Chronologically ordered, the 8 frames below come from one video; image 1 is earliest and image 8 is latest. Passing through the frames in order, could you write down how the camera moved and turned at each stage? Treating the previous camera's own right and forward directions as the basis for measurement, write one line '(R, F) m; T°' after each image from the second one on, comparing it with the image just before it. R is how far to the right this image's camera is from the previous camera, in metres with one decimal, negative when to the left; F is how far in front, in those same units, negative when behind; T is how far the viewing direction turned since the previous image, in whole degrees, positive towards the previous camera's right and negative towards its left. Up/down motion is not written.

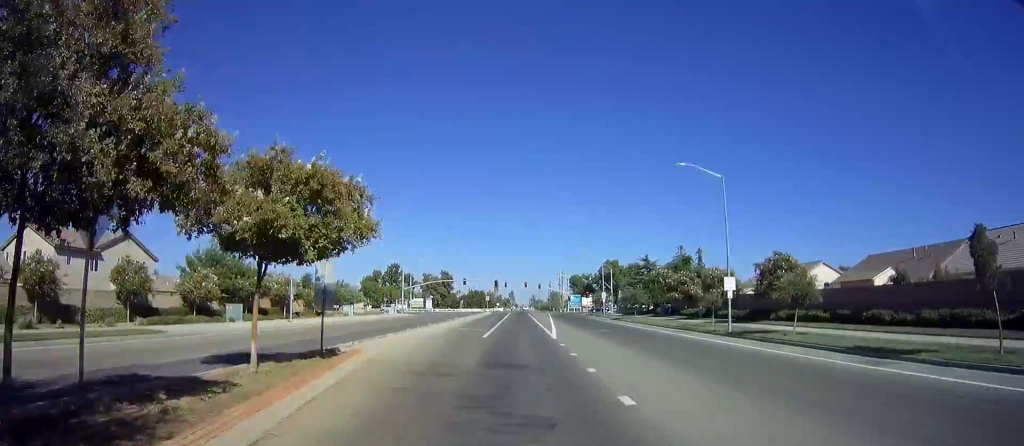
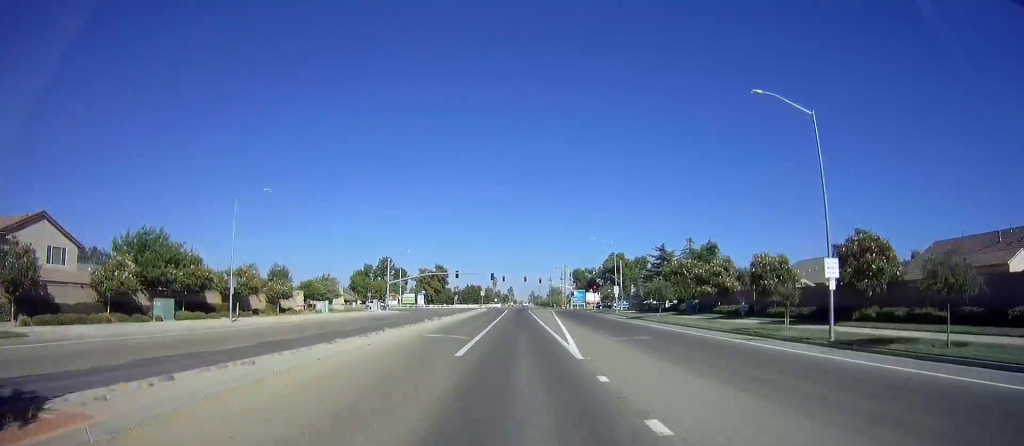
(0.0, +11.9) m; 0°
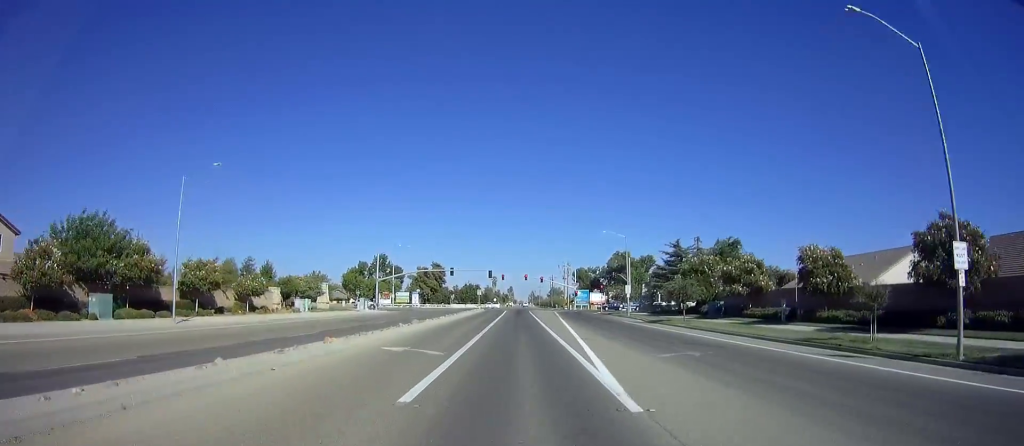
(+0.1, +7.3) m; 0°
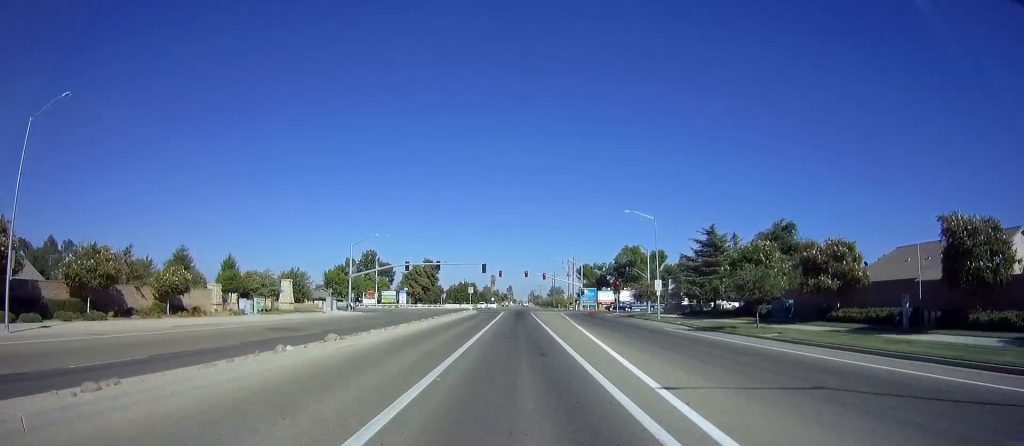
(+0.1, +14.0) m; 0°
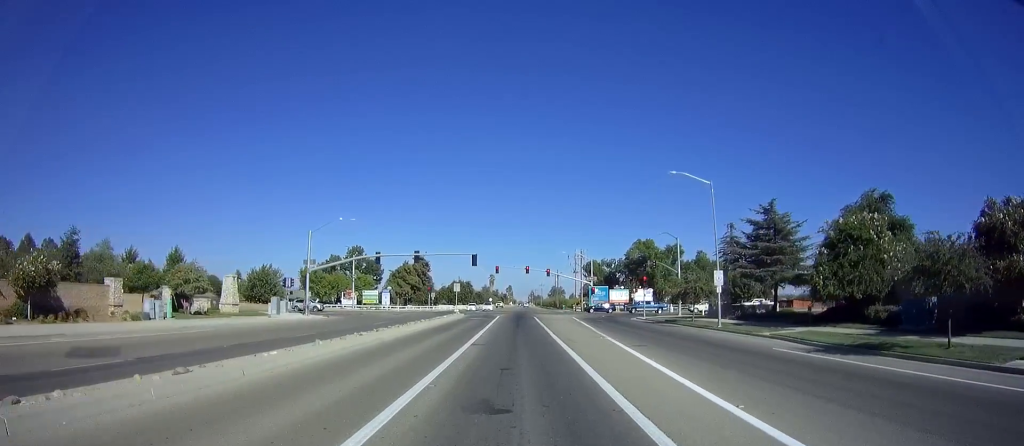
(0.0, +15.7) m; 0°
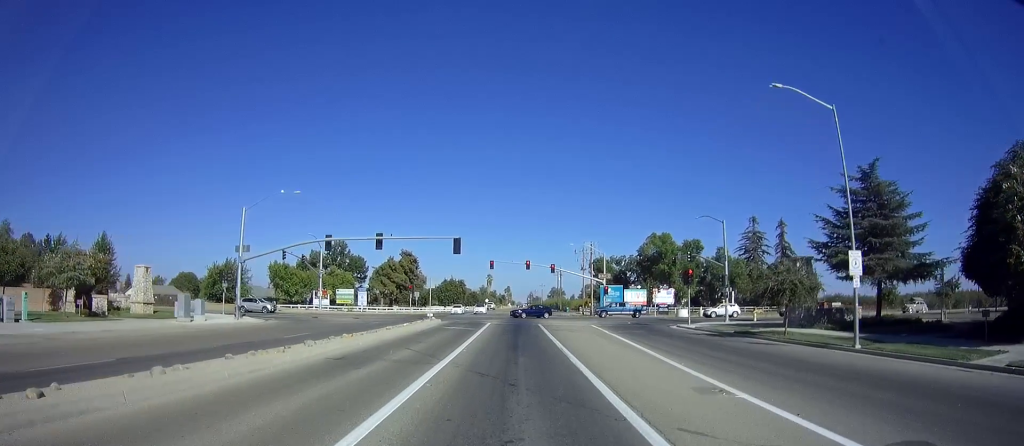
(0.0, +16.2) m; 0°
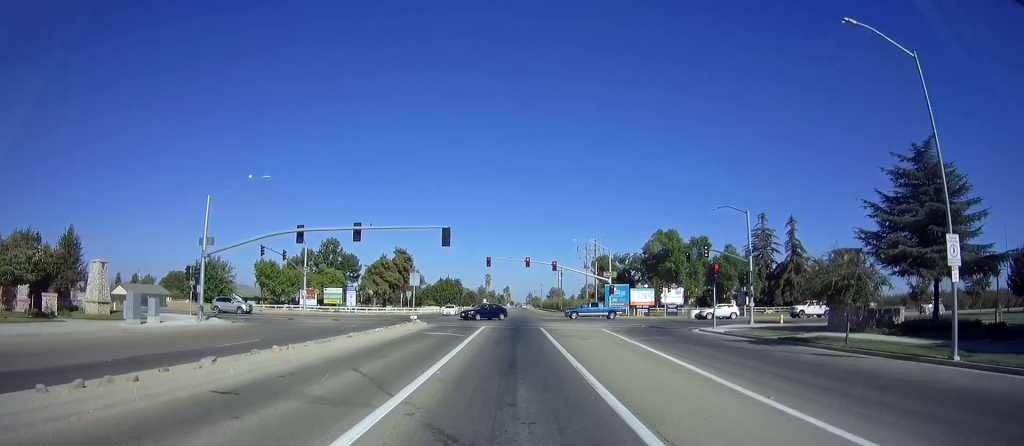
(0.0, +5.6) m; 0°
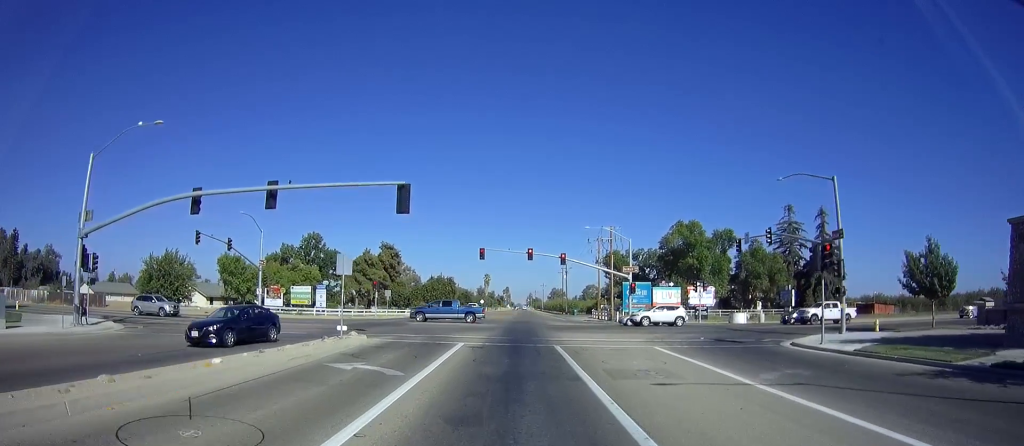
(0.0, +14.0) m; 0°
